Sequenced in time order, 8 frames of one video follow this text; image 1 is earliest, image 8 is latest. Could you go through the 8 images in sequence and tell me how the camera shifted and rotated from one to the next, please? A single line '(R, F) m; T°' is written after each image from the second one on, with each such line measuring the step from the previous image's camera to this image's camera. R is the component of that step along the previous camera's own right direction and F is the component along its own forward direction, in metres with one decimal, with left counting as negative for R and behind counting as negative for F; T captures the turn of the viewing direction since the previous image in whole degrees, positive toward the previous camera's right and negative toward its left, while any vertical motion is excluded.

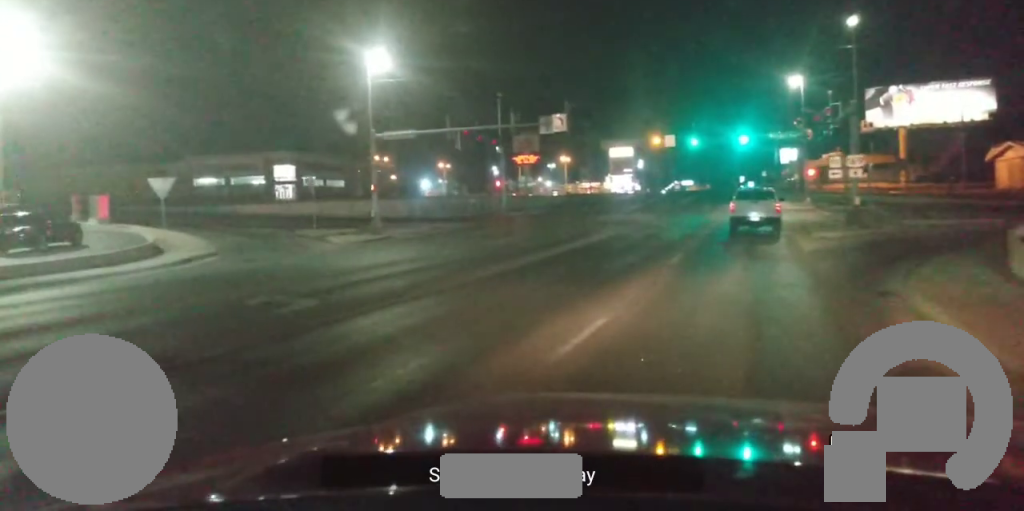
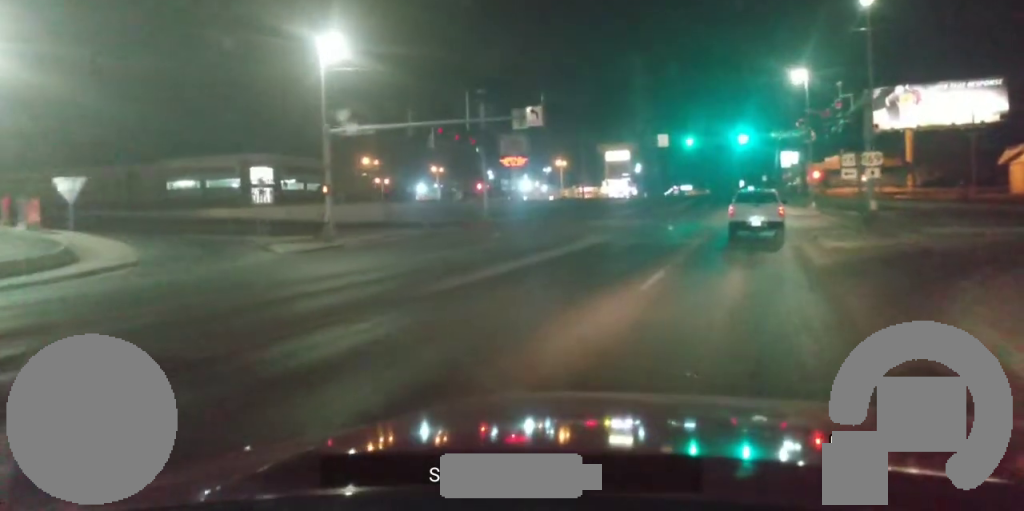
(+0.2, +5.1) m; -1°
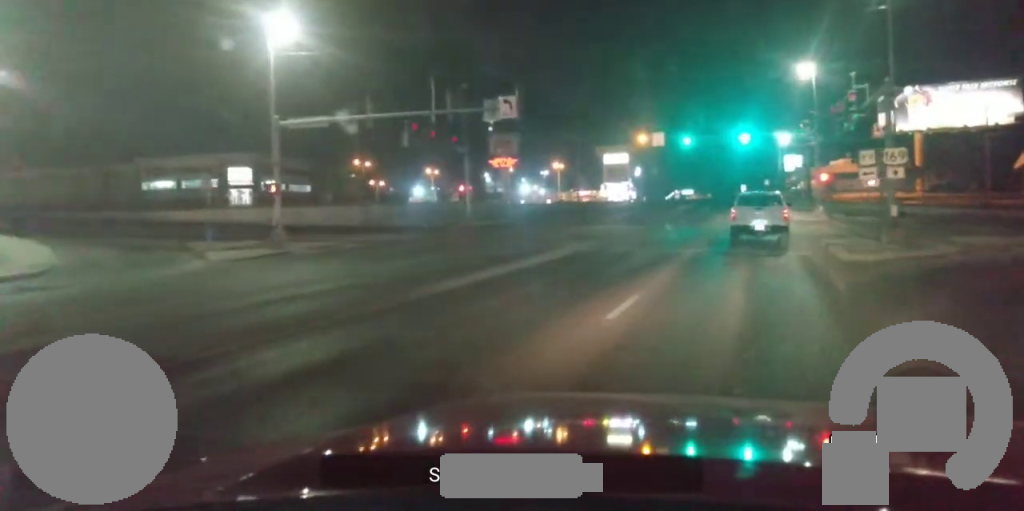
(0.0, +4.4) m; -1°
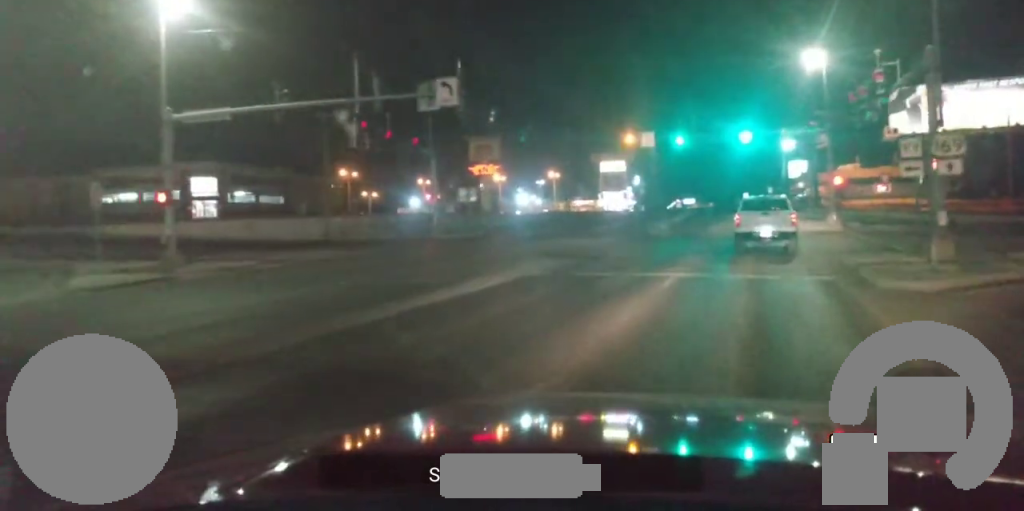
(-0.2, +6.5) m; -1°
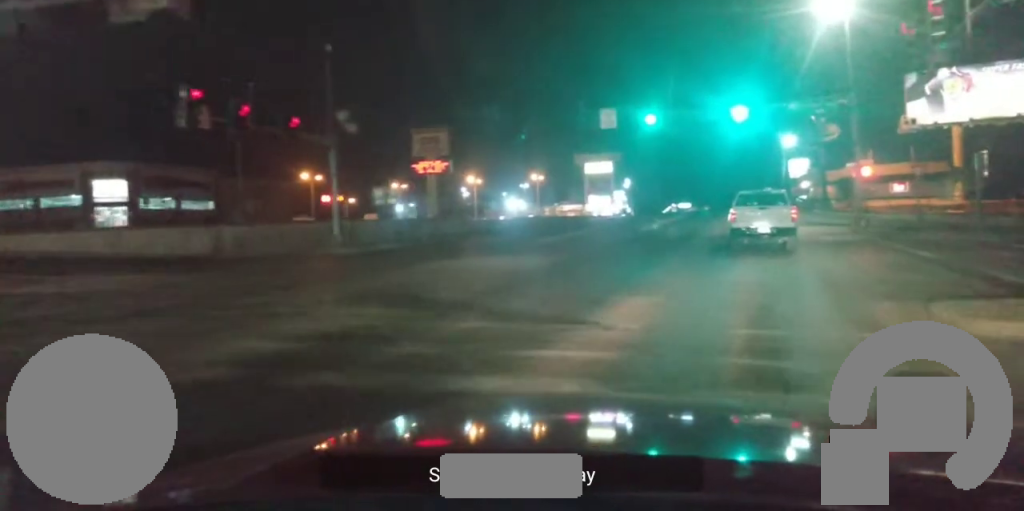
(+0.4, +11.9) m; +2°
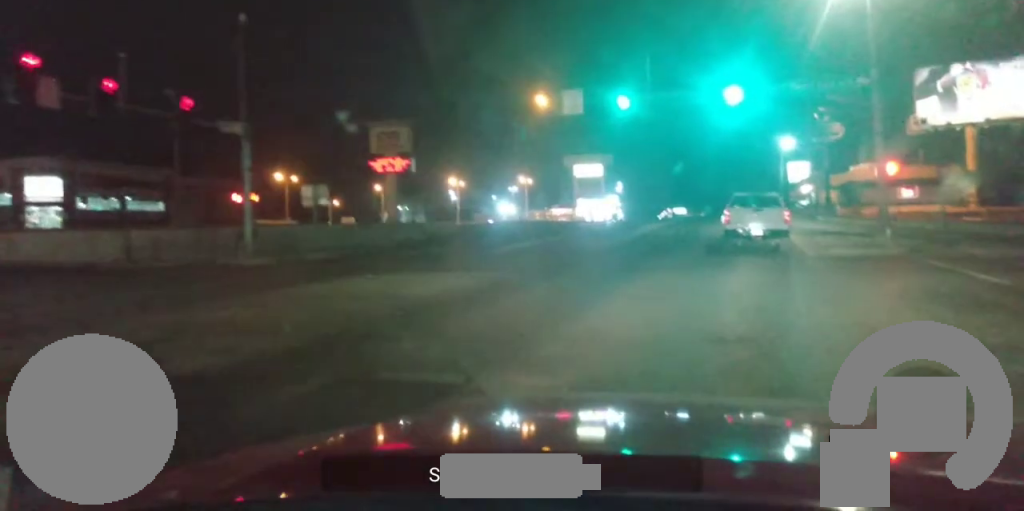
(0.0, +6.3) m; -1°
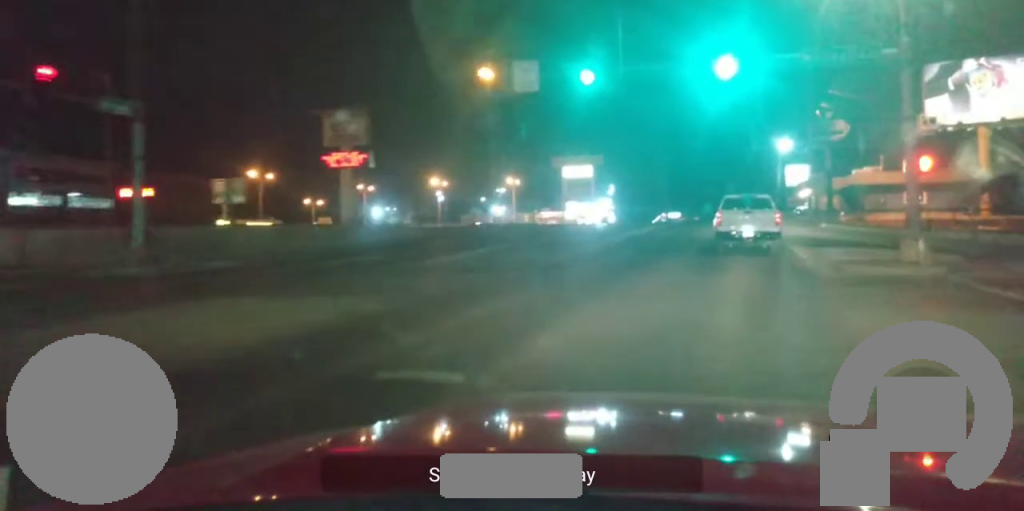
(-0.1, +5.4) m; 0°
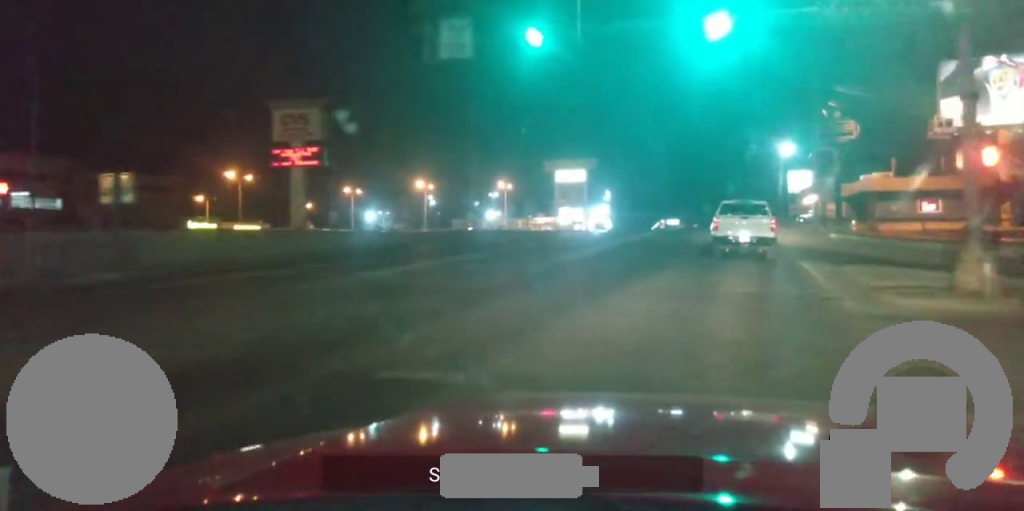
(+0.1, +5.4) m; +2°
